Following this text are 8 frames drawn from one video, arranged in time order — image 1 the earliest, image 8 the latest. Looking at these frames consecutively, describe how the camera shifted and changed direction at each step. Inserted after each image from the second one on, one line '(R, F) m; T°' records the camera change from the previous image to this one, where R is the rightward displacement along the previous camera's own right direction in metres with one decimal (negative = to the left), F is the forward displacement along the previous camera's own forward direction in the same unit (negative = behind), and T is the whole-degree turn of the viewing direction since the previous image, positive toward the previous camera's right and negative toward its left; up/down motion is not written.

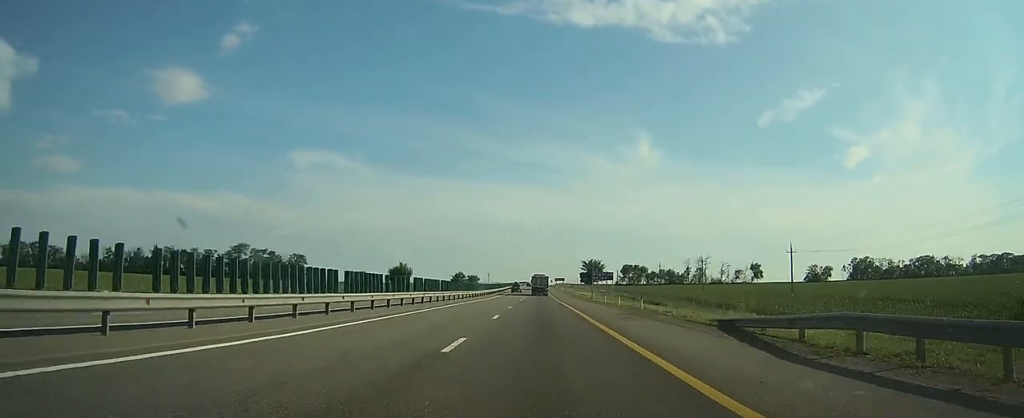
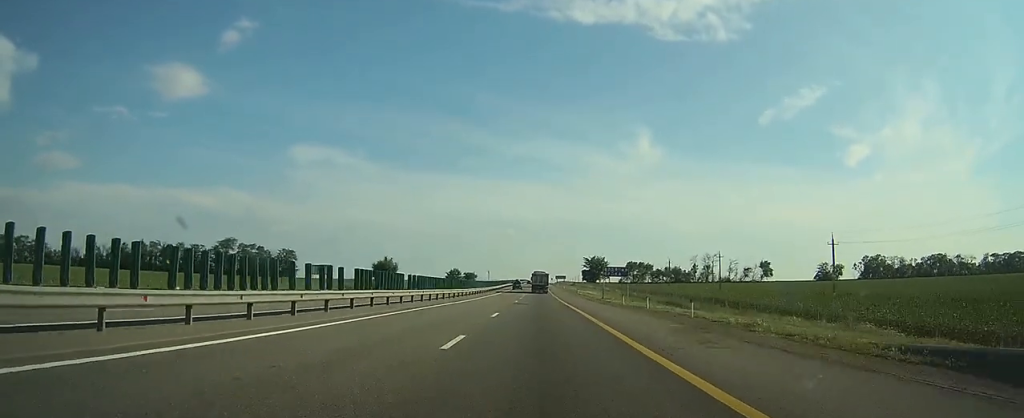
(-0.1, +12.3) m; 0°
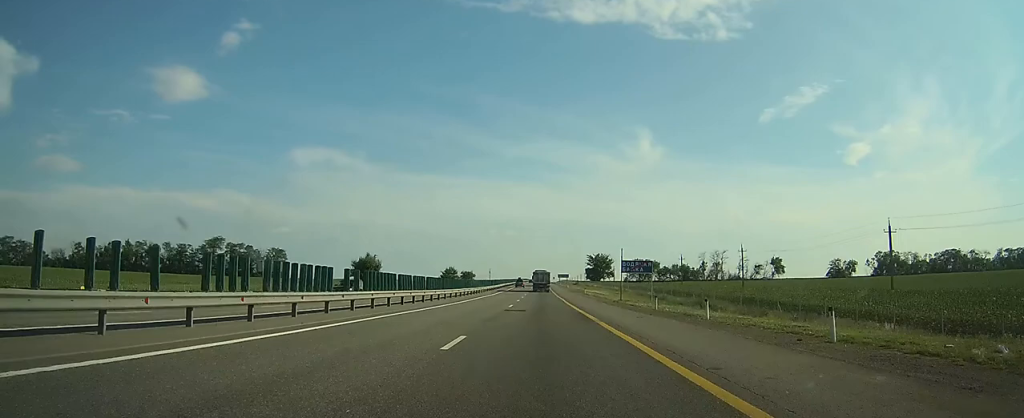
(0.0, +12.3) m; 0°
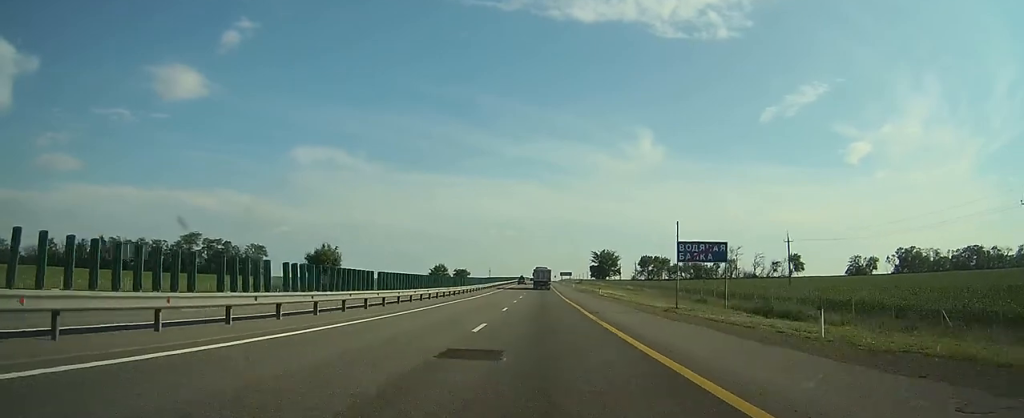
(0.0, +19.5) m; 0°
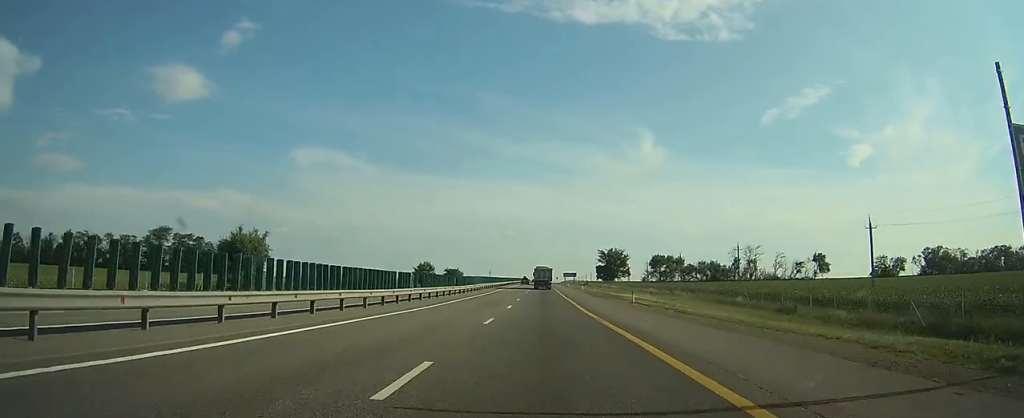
(0.0, +21.8) m; 0°
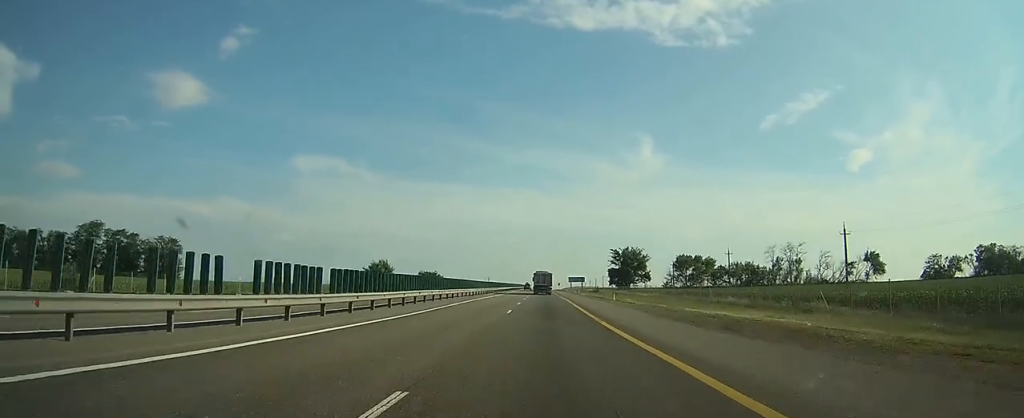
(0.0, +38.6) m; 0°
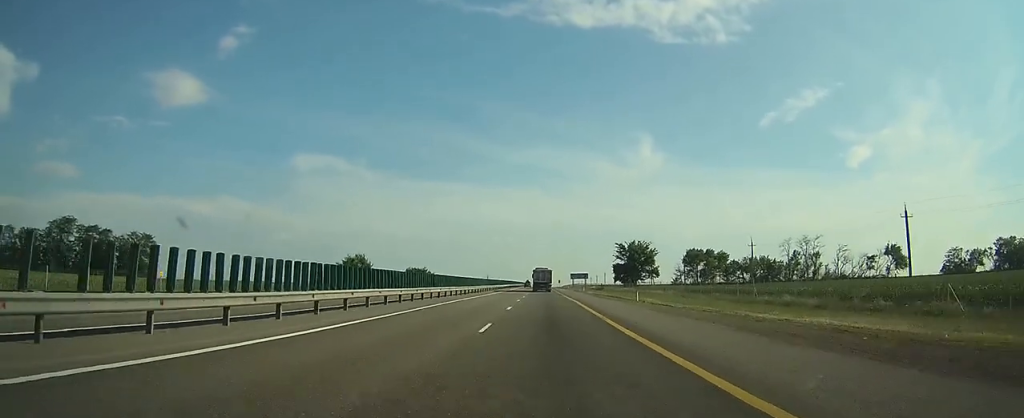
(0.0, +12.8) m; 0°
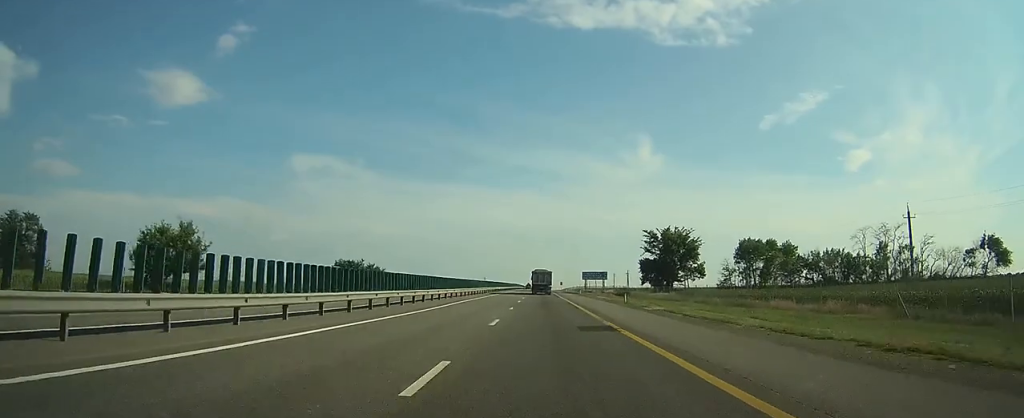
(0.0, +44.8) m; 0°
